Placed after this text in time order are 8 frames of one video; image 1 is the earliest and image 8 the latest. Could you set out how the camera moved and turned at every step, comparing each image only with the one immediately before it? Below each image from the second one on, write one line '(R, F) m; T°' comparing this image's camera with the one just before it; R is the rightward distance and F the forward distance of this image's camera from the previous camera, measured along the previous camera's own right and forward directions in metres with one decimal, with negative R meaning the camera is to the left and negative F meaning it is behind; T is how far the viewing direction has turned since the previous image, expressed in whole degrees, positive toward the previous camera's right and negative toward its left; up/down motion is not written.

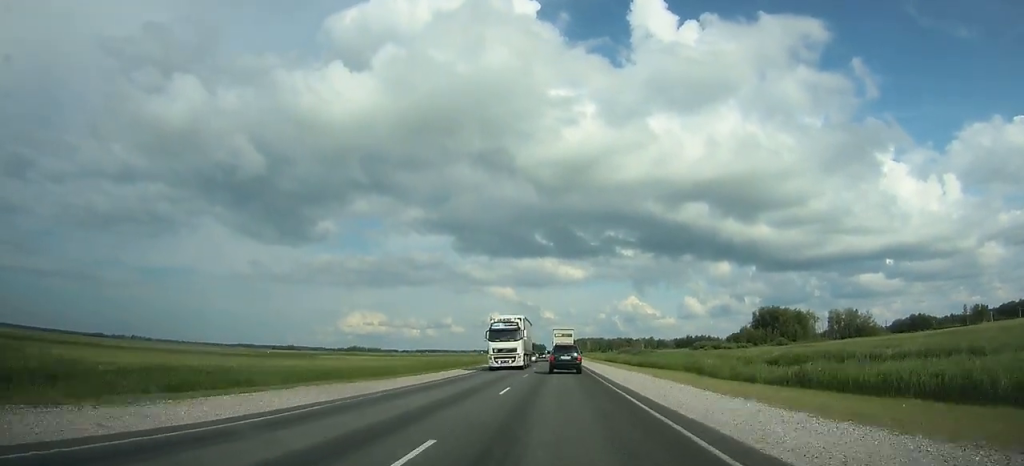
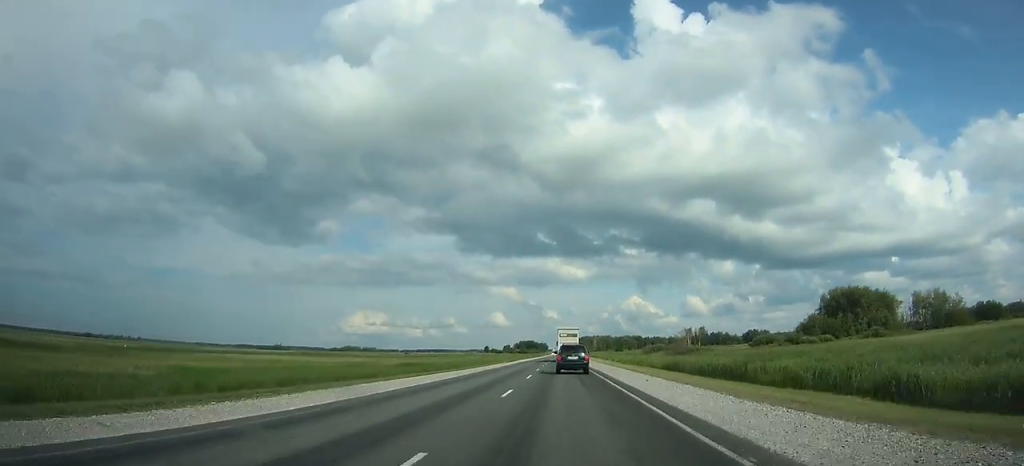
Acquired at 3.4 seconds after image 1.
(-0.5, +75.0) m; -1°
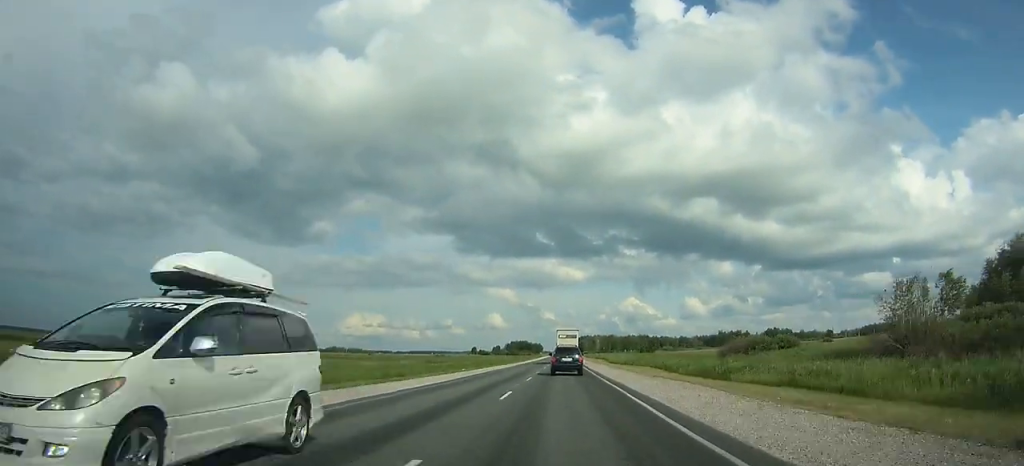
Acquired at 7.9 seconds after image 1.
(-0.6, +95.6) m; 0°
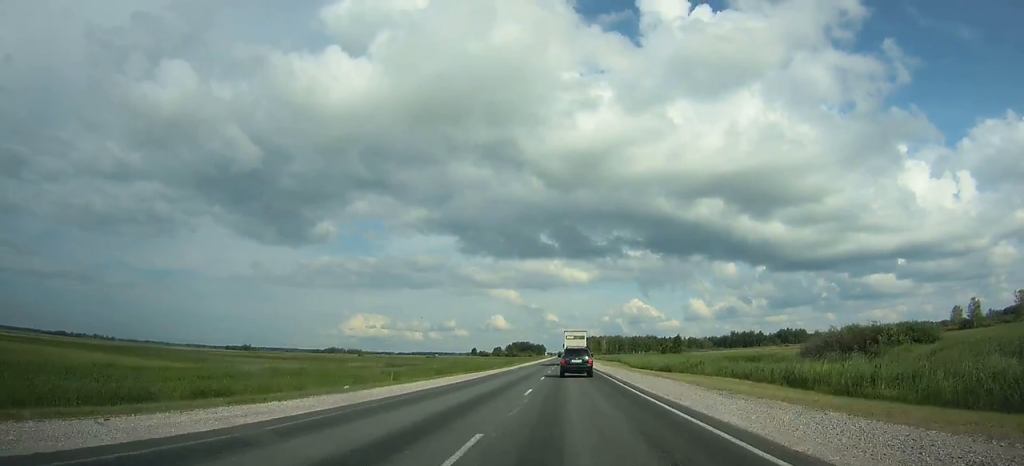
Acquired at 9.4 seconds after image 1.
(+0.2, +31.8) m; +1°
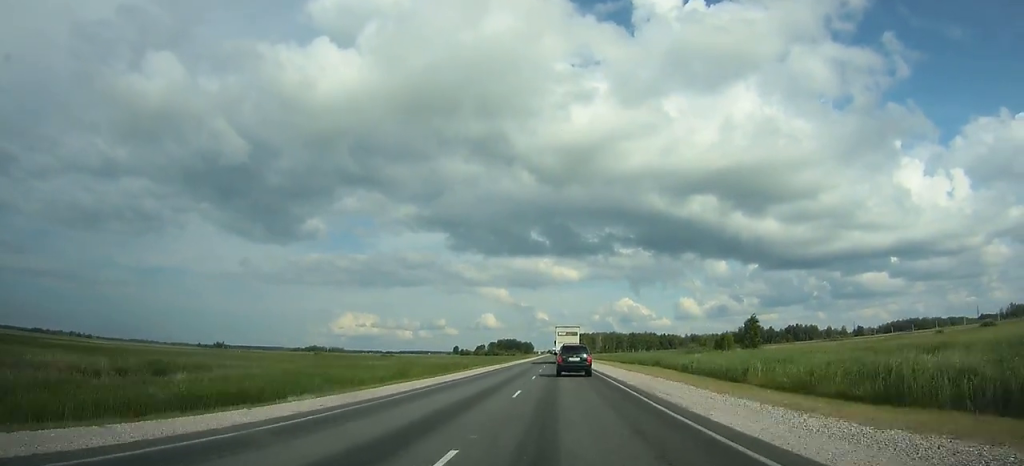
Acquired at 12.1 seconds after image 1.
(+0.5, +59.0) m; +1°
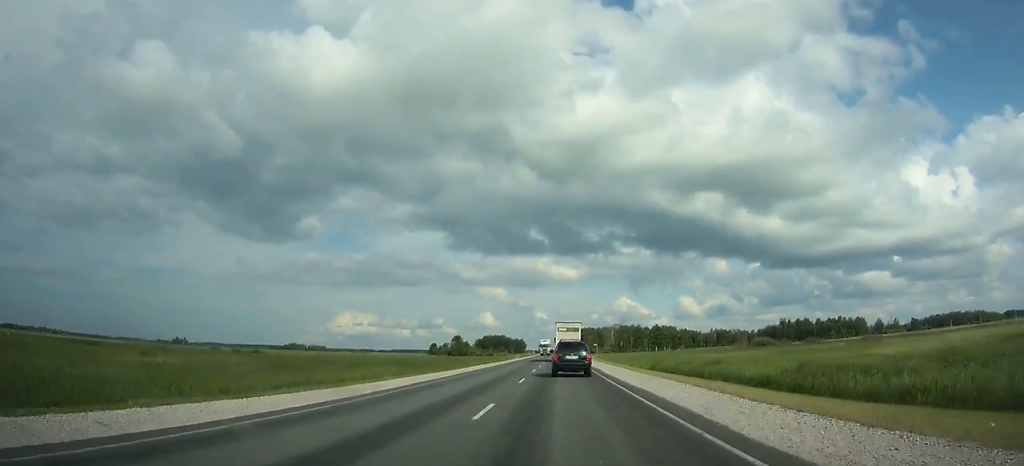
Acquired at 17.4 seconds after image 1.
(+0.4, +116.4) m; 0°
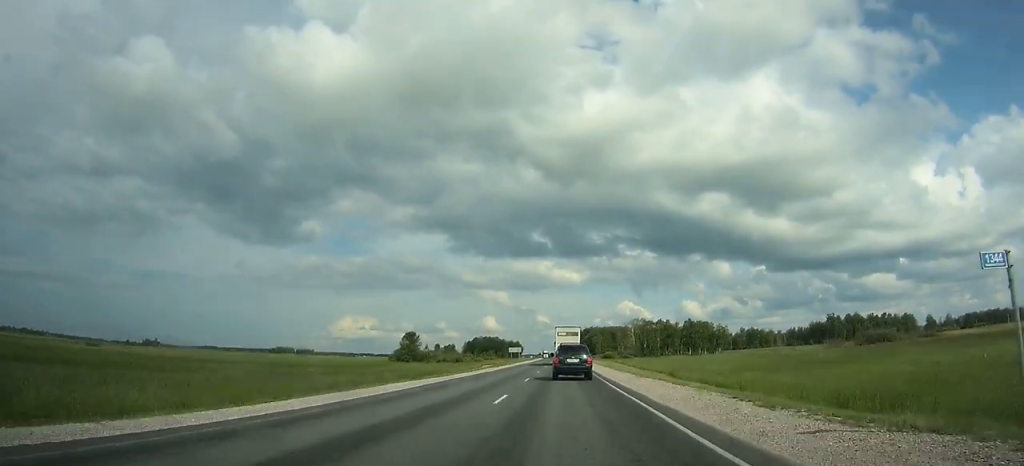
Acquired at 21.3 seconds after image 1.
(-0.1, +82.8) m; 0°
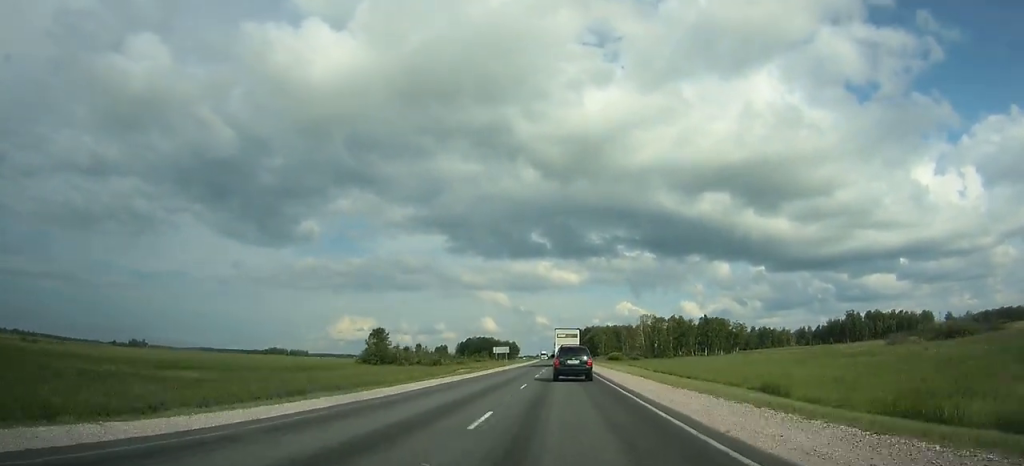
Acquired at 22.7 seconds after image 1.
(-0.1, +29.4) m; 0°
